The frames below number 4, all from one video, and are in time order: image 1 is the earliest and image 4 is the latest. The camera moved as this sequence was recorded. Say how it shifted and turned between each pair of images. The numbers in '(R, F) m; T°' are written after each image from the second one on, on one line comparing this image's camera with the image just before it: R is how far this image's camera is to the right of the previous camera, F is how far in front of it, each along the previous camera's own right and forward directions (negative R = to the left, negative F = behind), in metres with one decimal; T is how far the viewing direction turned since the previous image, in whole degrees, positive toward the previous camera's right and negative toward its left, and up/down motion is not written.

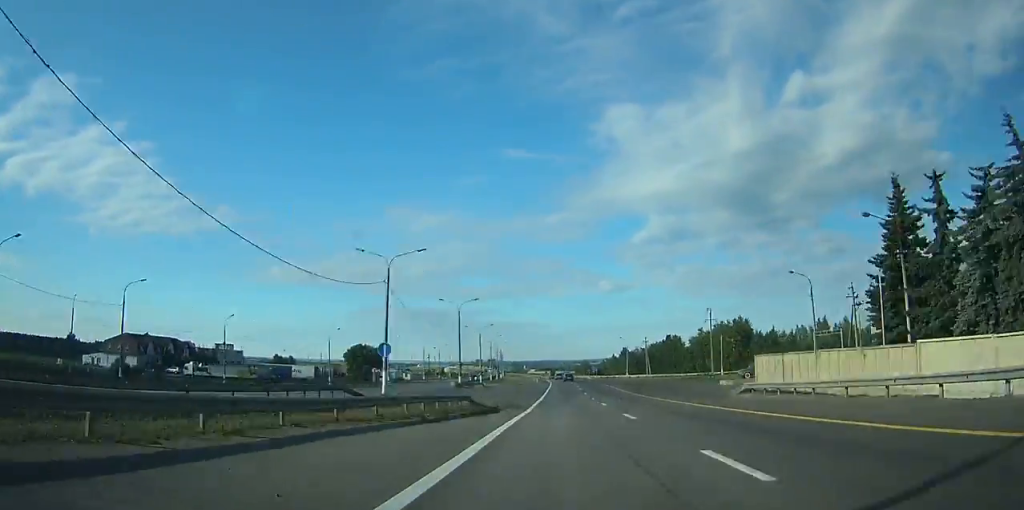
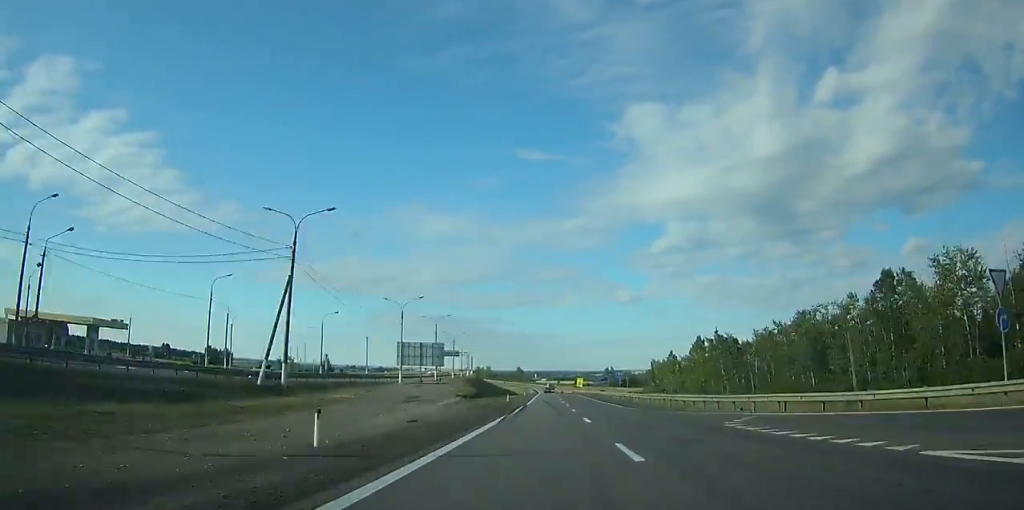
(-0.5, +157.7) m; -1°
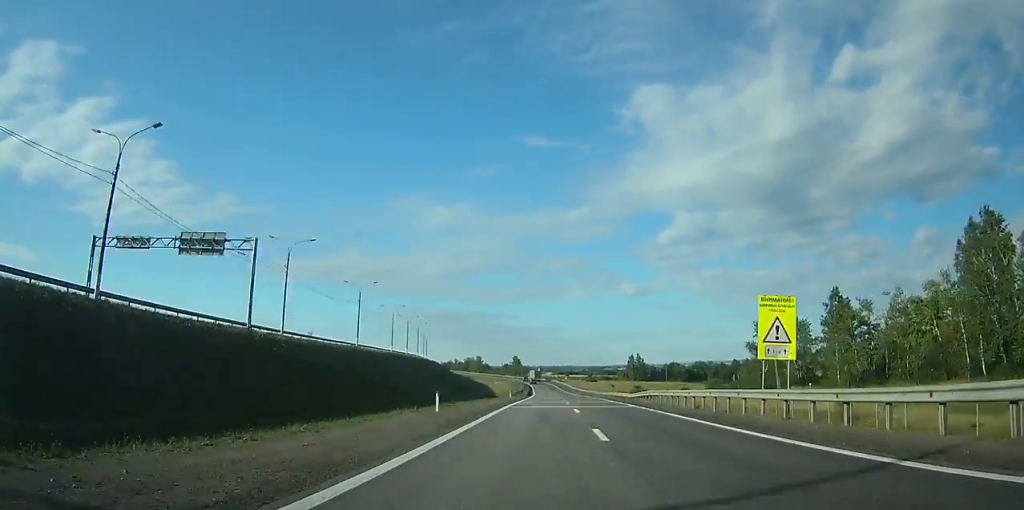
(-1.4, +132.9) m; -1°
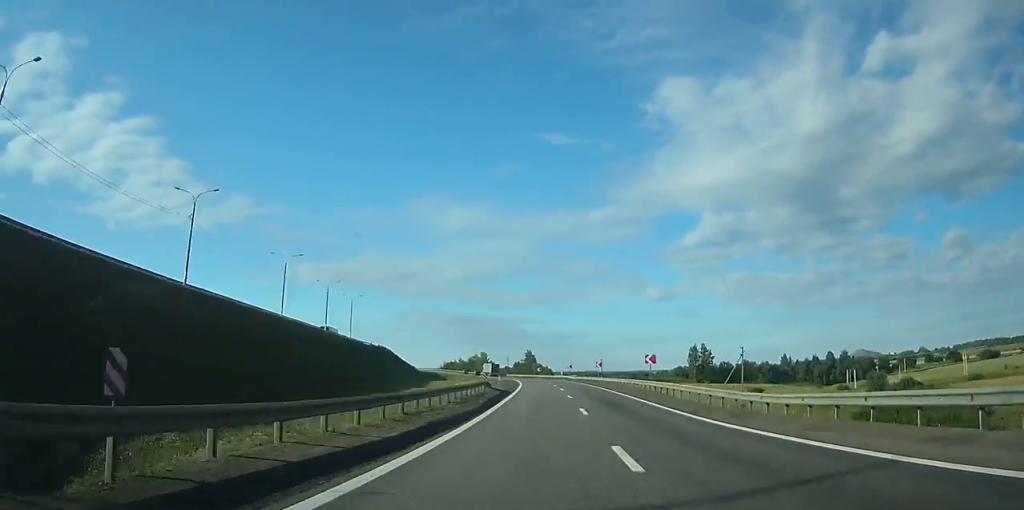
(-2.2, +119.8) m; -3°
